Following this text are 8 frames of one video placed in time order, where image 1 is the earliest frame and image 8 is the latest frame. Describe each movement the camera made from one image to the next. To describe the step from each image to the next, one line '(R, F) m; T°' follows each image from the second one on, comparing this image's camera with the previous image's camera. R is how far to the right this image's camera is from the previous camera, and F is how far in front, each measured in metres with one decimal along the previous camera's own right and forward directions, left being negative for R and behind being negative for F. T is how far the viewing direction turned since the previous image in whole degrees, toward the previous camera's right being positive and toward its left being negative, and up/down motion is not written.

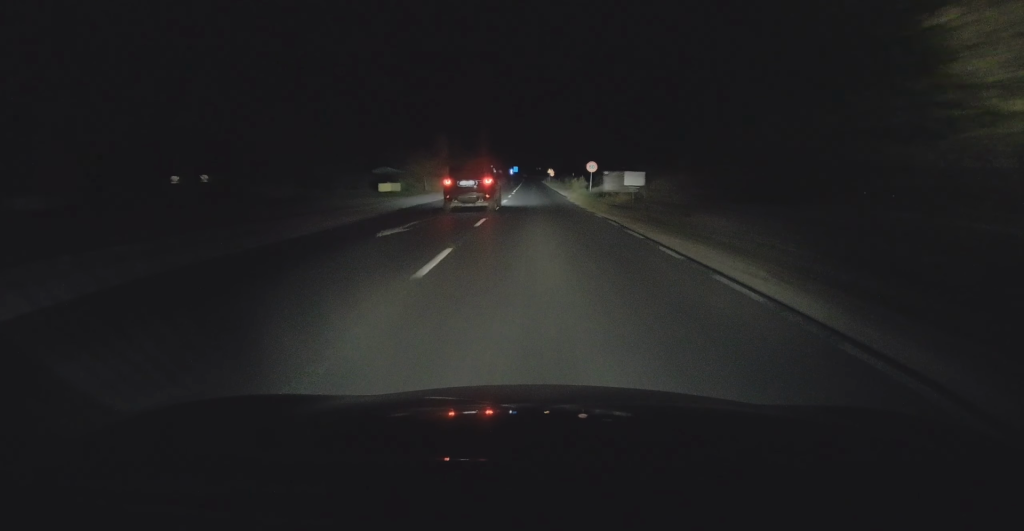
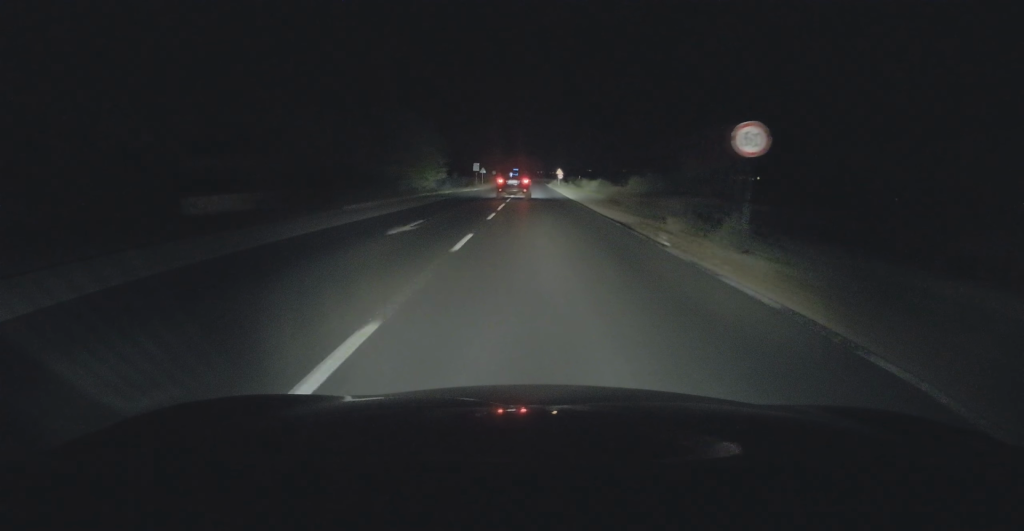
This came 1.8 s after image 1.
(+0.2, +32.0) m; 0°
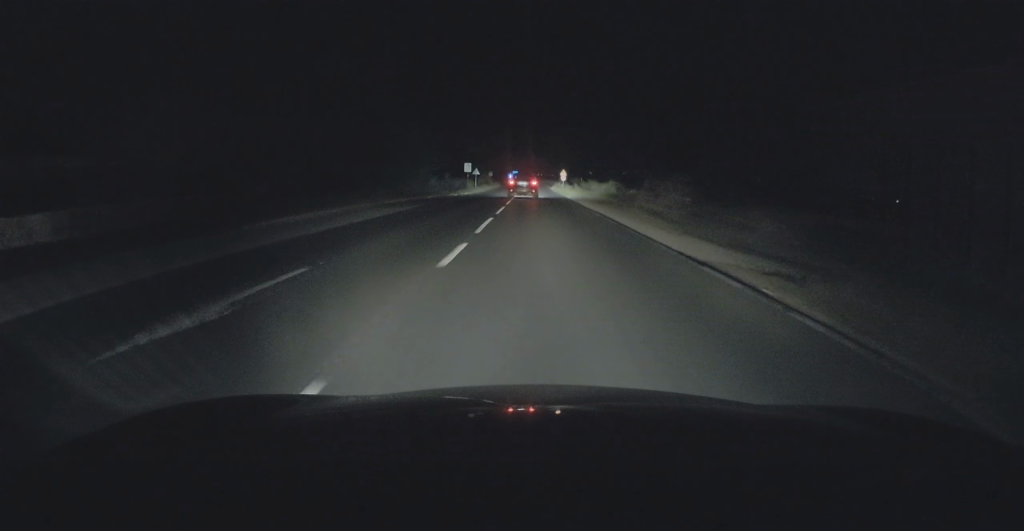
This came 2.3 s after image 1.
(0.0, +10.4) m; 0°
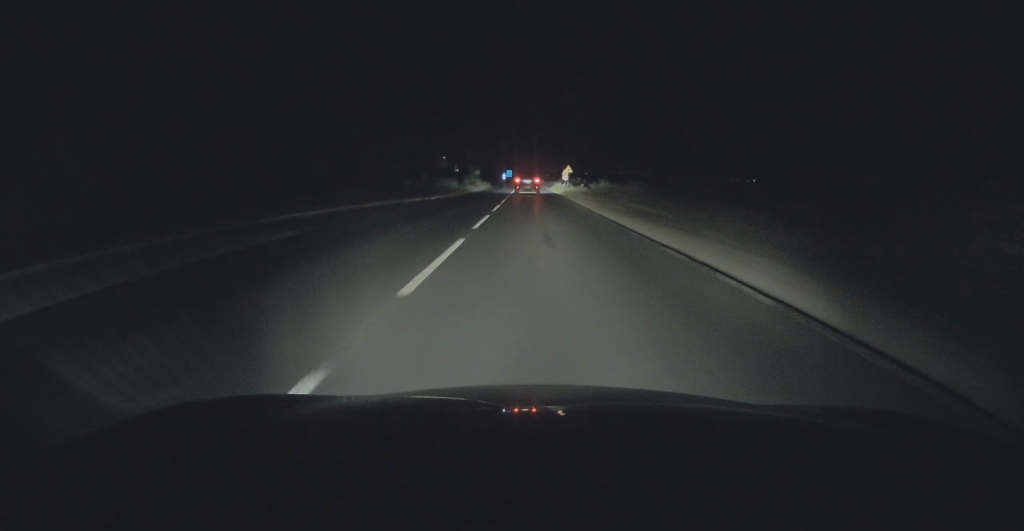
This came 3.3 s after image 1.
(0.0, +17.3) m; 0°
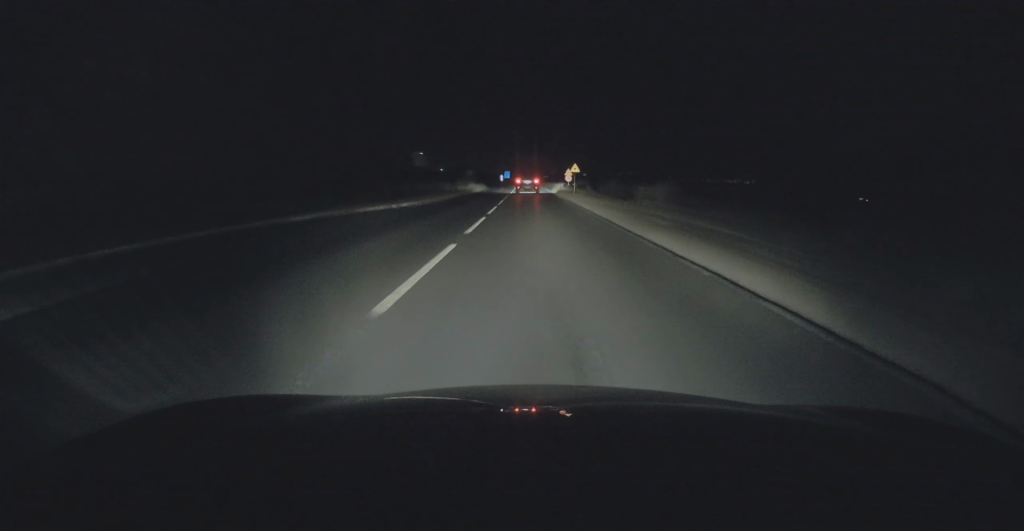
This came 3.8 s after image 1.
(0.0, +9.9) m; 0°
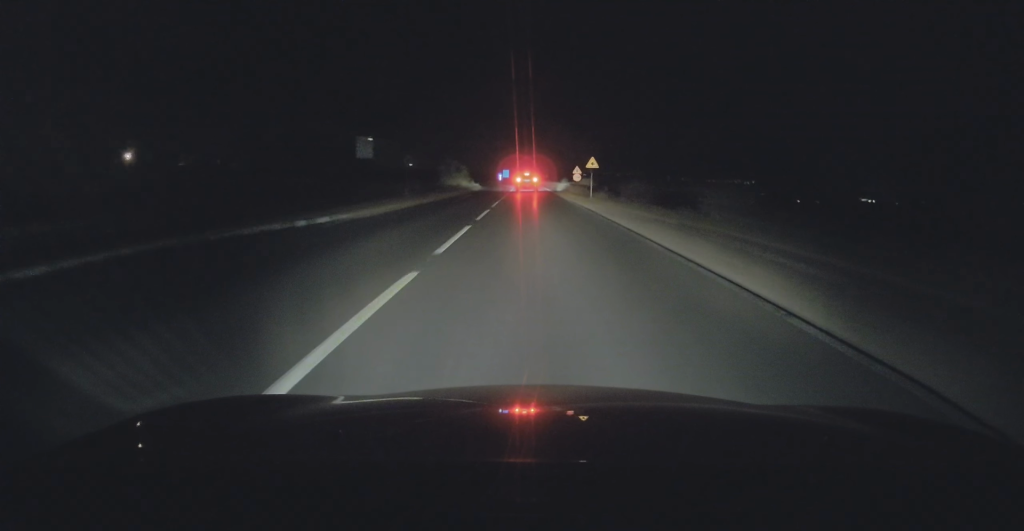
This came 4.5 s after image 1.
(-0.1, +13.0) m; 0°
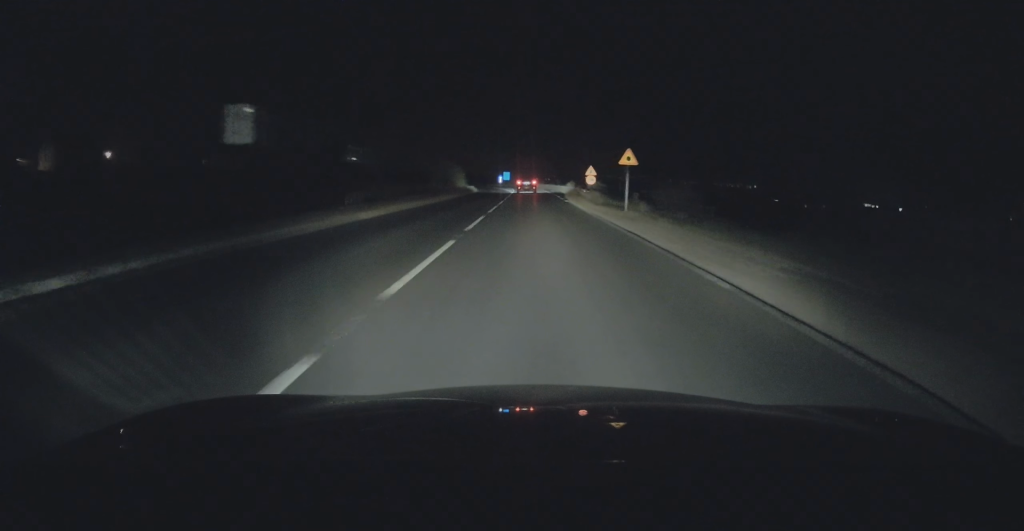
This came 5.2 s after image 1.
(+0.1, +12.3) m; 0°
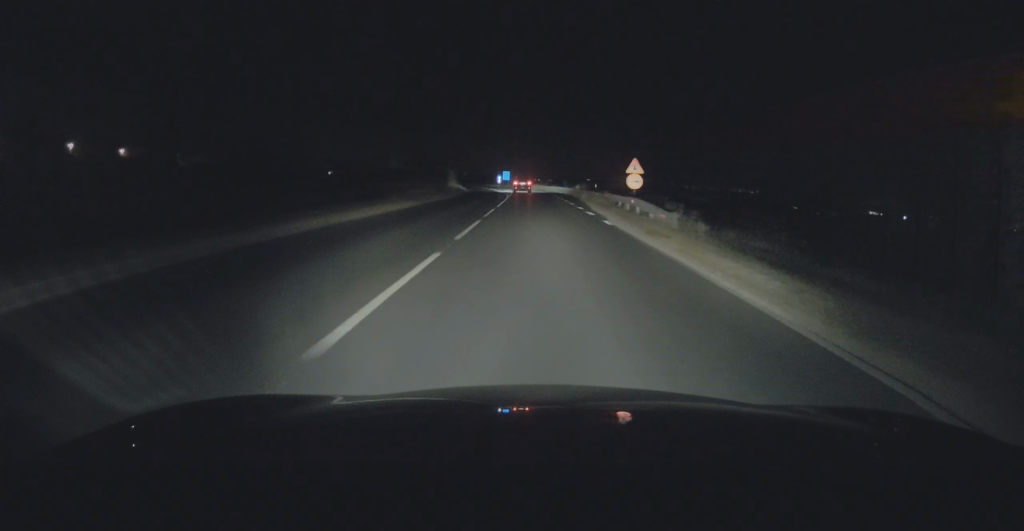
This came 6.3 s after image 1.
(+0.1, +20.3) m; 0°
